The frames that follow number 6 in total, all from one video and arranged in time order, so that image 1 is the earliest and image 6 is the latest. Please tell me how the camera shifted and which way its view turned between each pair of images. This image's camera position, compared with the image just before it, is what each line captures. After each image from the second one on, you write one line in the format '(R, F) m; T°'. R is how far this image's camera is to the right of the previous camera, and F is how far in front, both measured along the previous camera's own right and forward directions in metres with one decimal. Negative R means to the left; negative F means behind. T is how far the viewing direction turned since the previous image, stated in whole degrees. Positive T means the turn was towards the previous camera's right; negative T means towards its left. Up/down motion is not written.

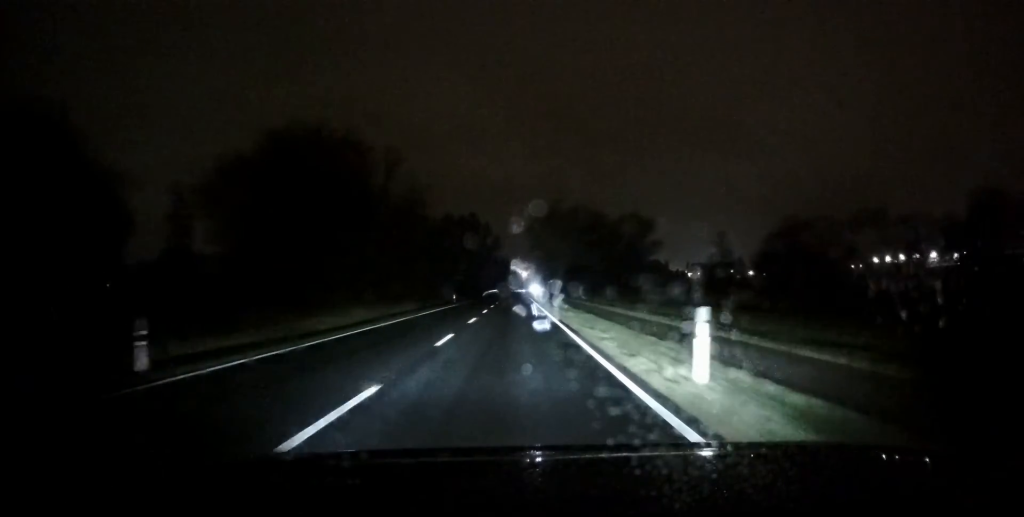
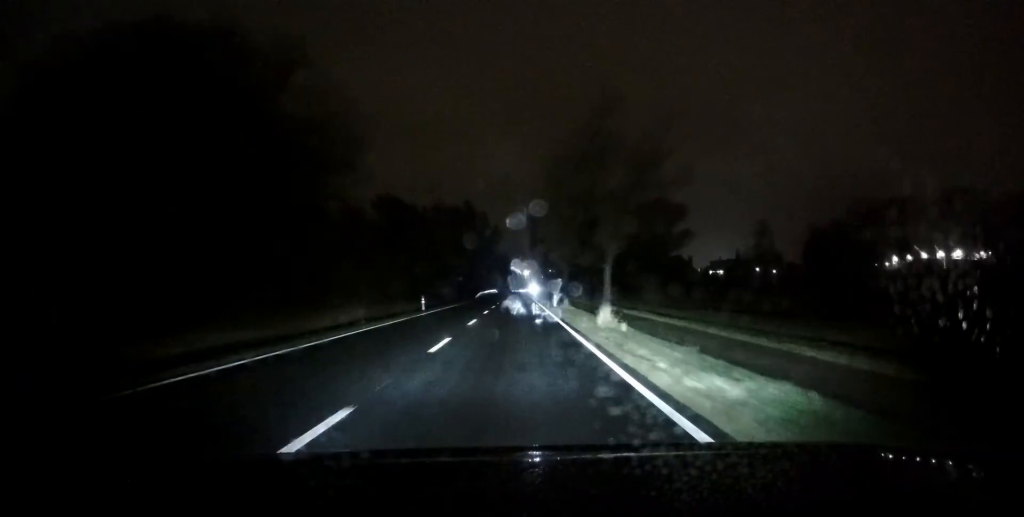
(0.0, +19.2) m; 0°
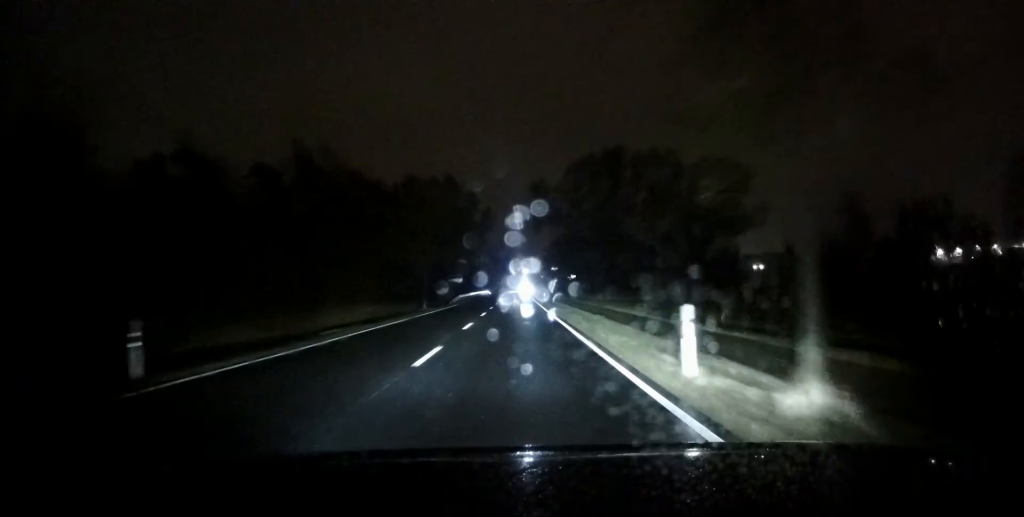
(+0.1, +28.6) m; 0°
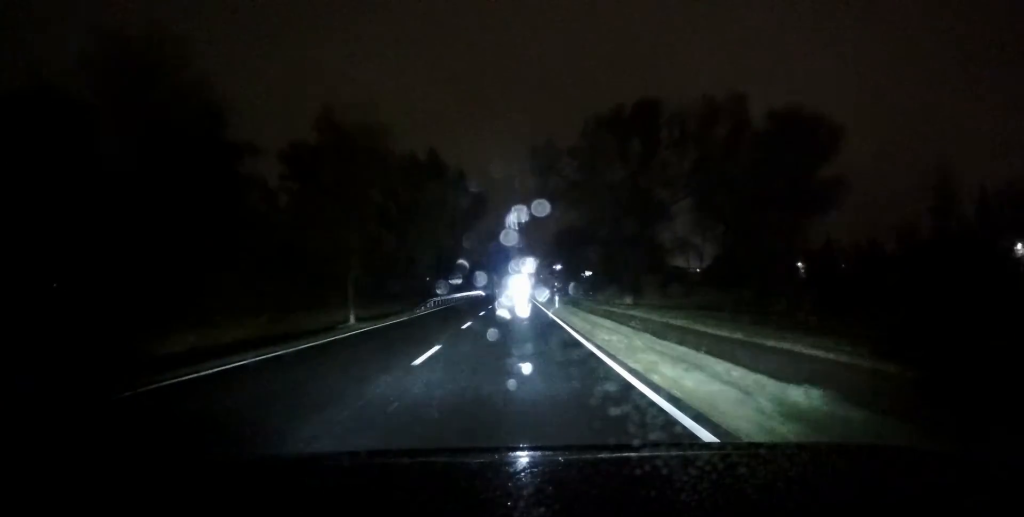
(-0.1, +17.5) m; 0°
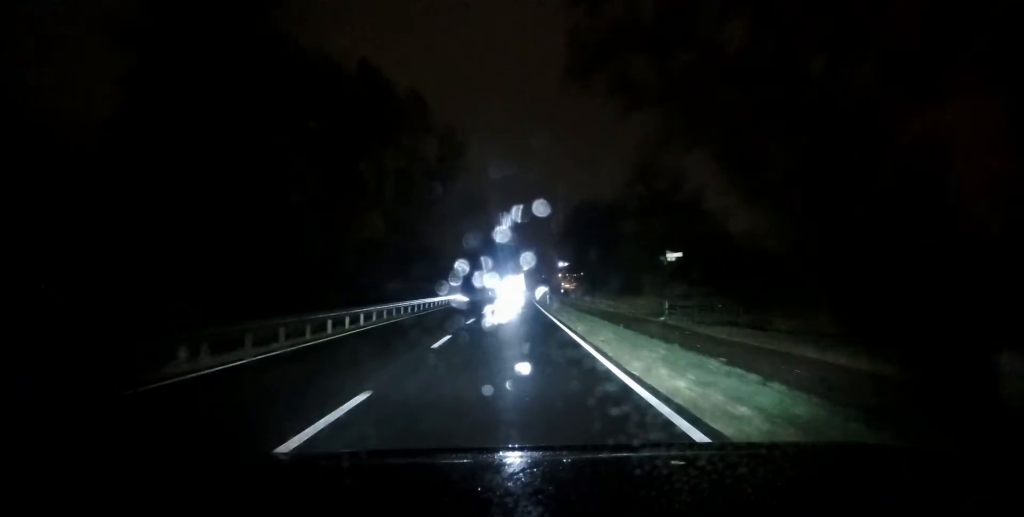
(+0.5, +32.5) m; +1°
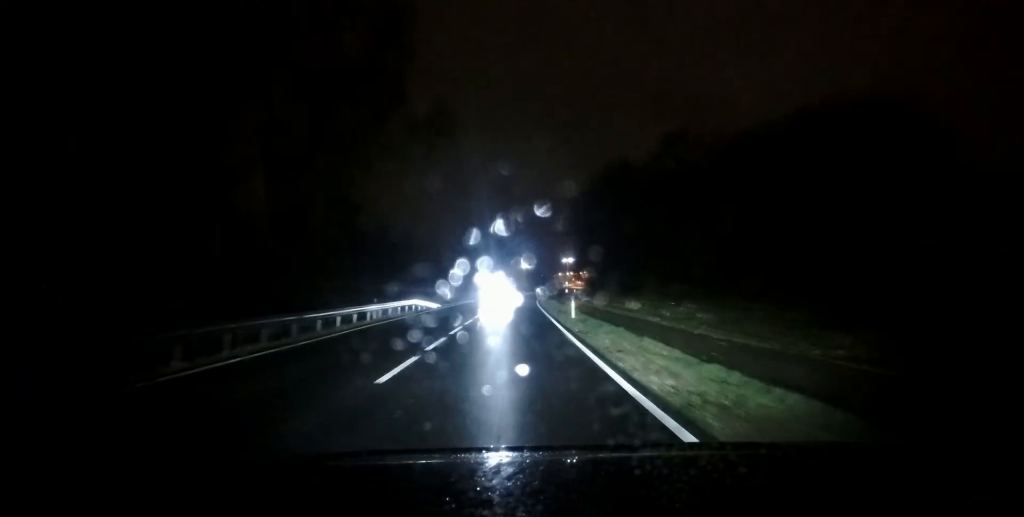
(-0.3, +22.9) m; 0°
